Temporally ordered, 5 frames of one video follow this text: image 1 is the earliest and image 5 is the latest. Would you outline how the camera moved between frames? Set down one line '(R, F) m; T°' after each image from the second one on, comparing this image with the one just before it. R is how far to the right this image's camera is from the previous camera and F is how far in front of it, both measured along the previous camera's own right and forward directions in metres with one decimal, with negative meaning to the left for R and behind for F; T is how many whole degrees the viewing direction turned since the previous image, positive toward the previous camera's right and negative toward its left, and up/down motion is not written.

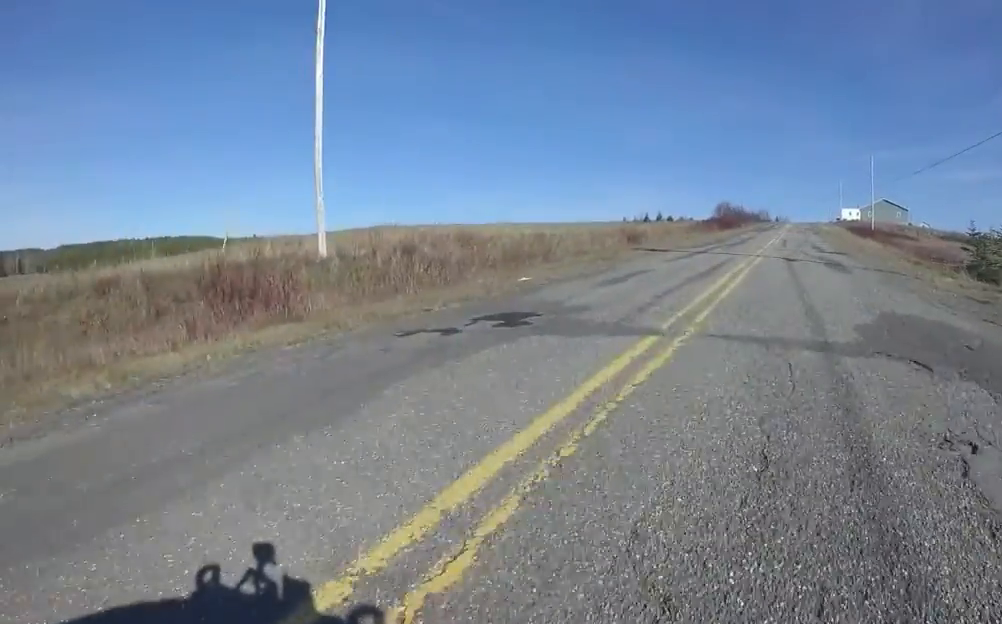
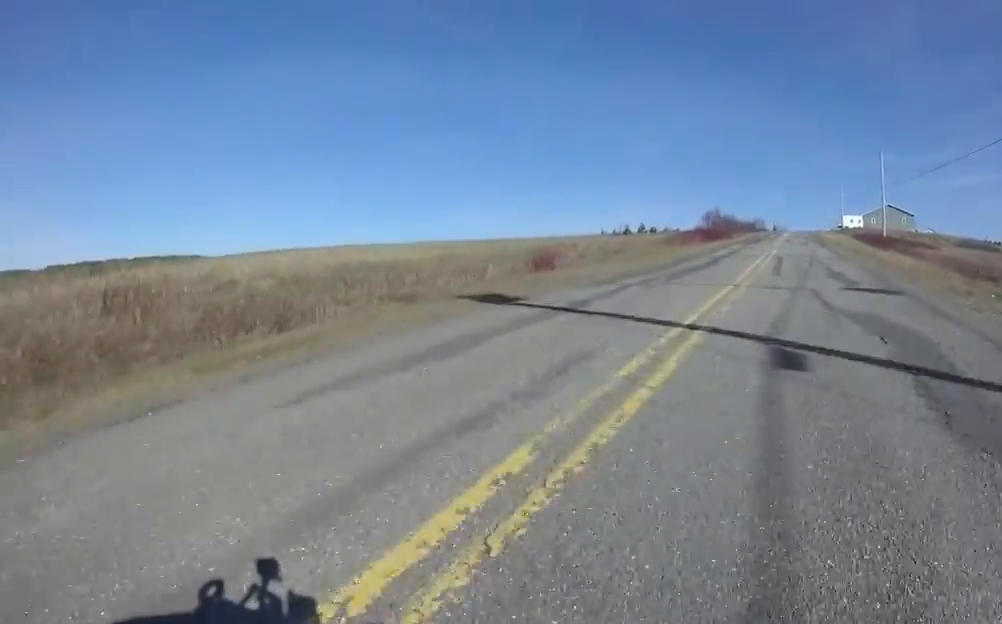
(+1.0, +10.9) m; 0°
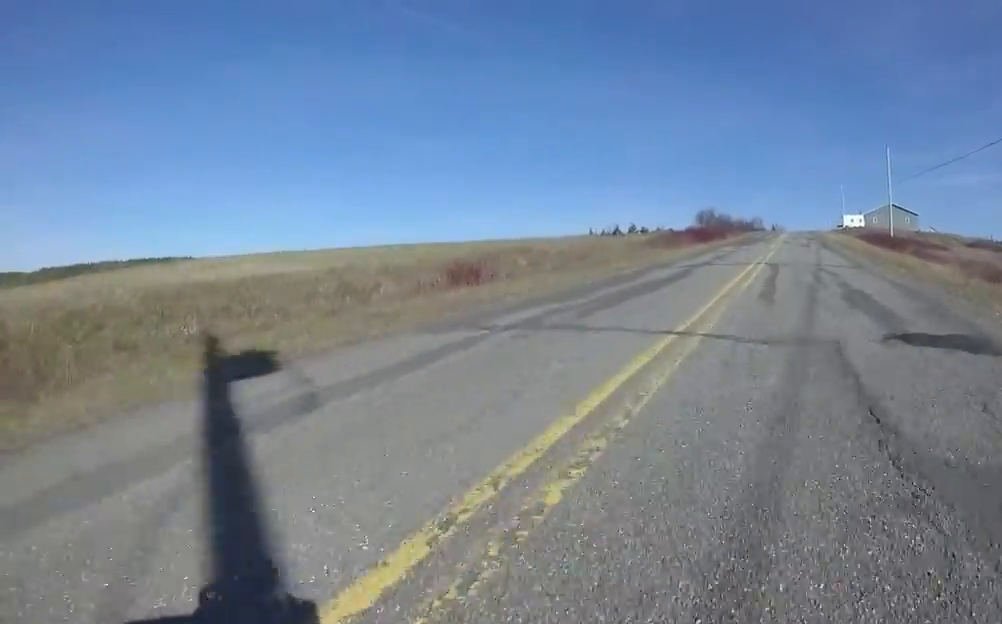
(-0.3, +4.9) m; -2°
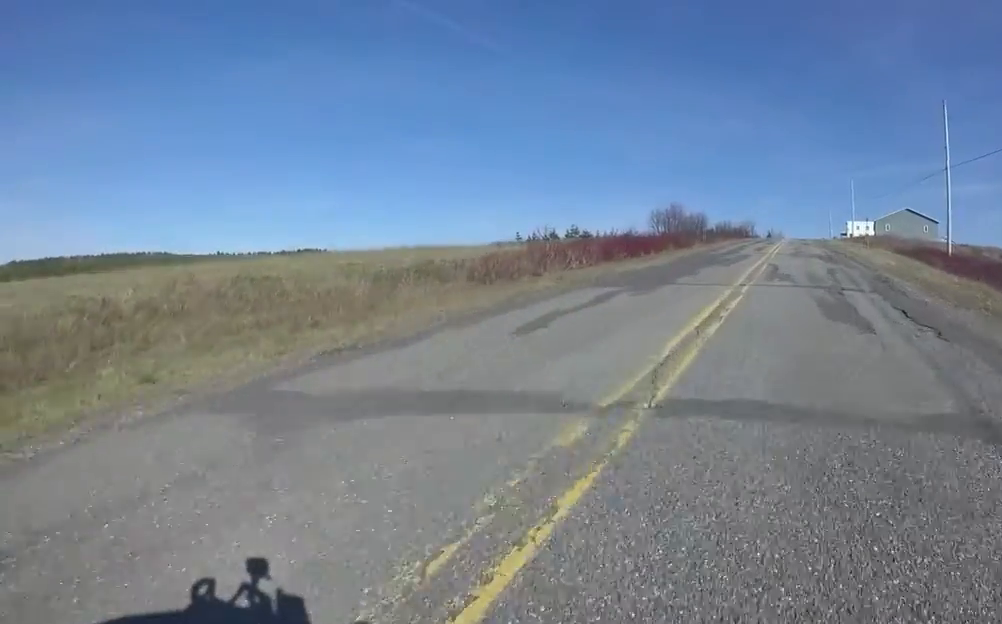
(+0.2, +23.3) m; 0°
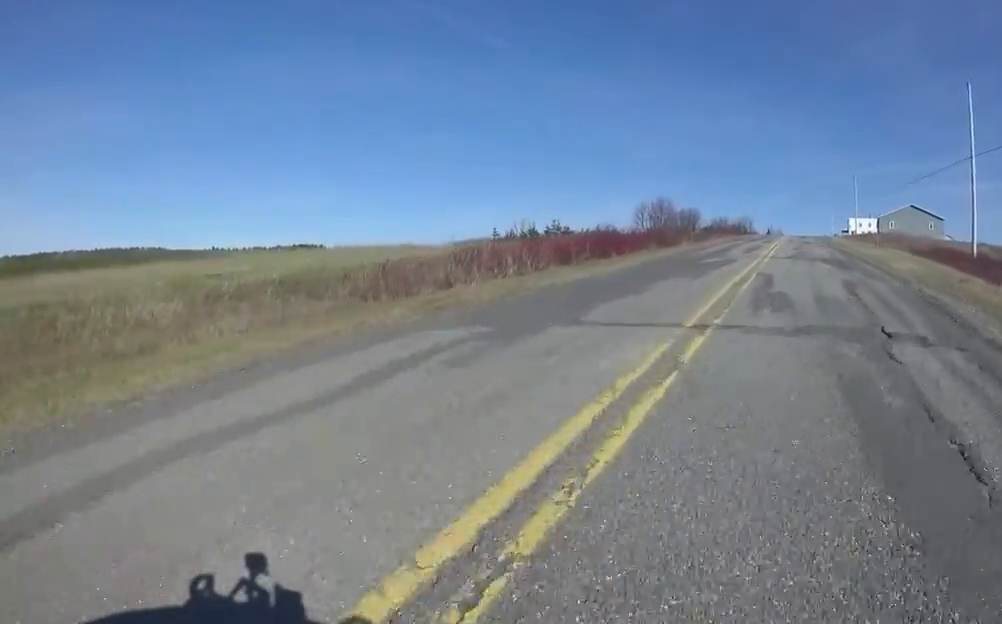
(-0.1, +5.3) m; +1°
